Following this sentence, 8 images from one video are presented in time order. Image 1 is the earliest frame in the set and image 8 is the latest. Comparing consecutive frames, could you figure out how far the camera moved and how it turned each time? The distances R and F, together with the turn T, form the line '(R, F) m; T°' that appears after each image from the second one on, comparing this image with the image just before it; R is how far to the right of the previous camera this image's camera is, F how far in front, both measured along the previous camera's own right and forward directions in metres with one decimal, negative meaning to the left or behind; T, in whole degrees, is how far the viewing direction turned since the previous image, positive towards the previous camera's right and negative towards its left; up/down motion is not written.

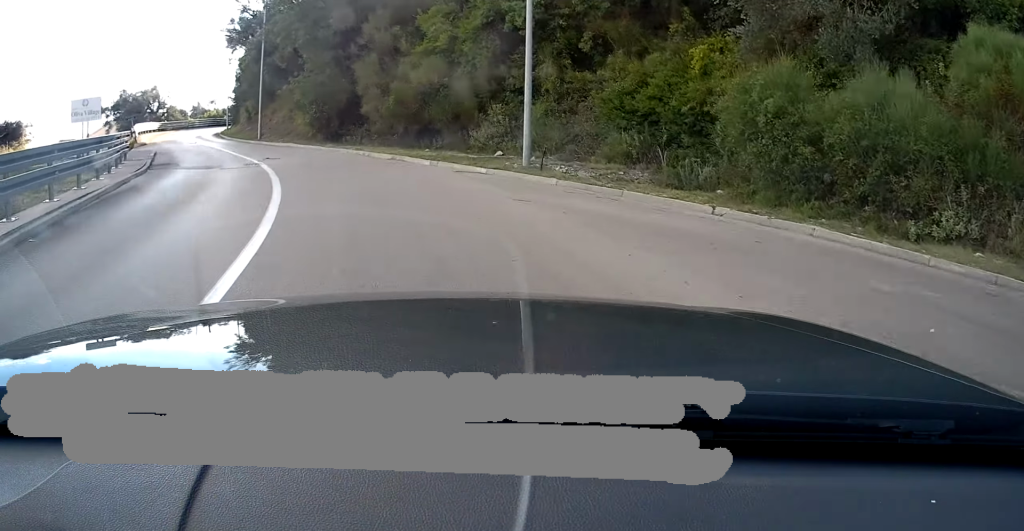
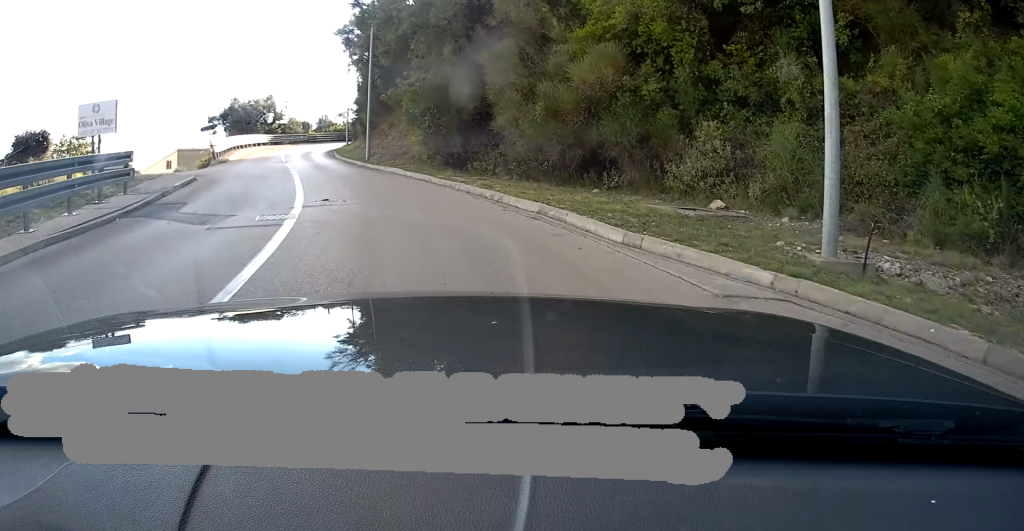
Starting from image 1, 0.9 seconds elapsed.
(-1.5, +7.9) m; -12°
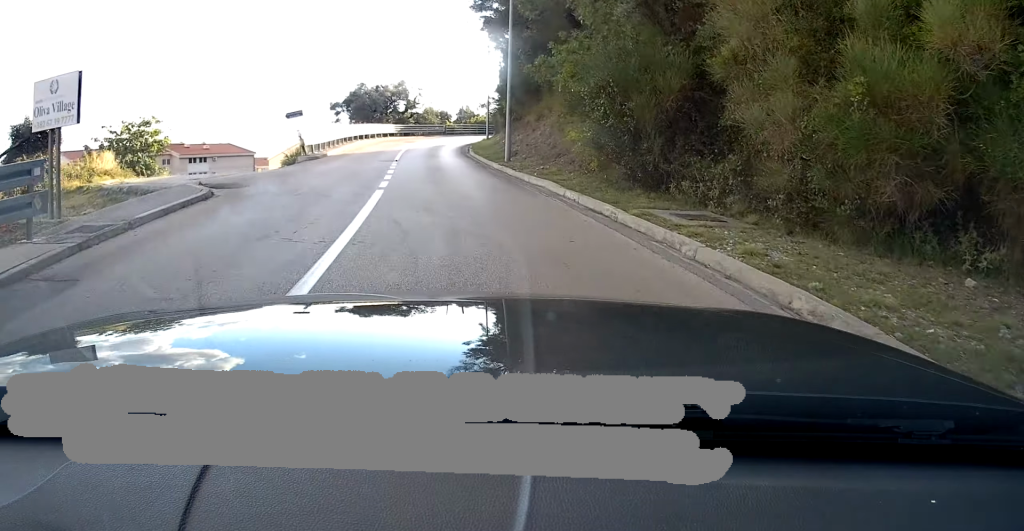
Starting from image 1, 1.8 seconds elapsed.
(-0.3, +7.8) m; -12°
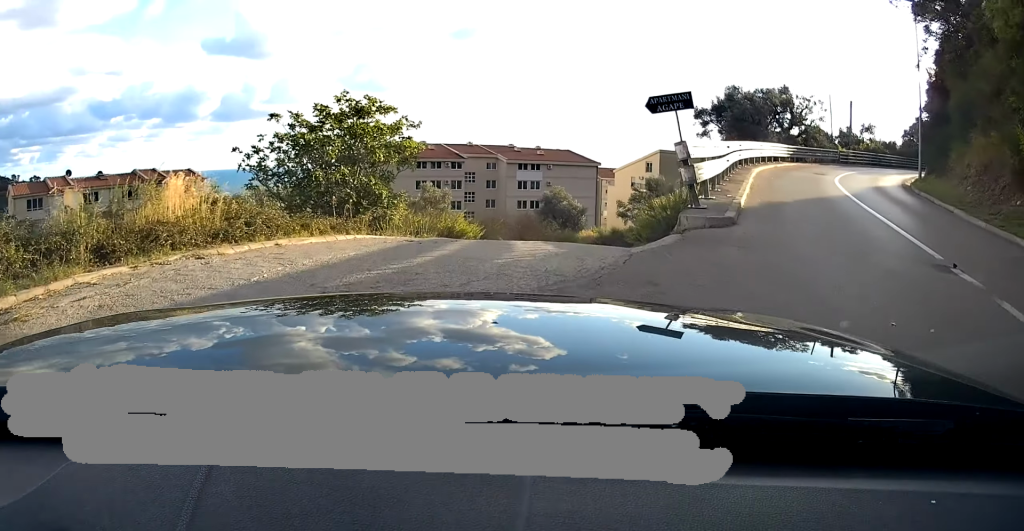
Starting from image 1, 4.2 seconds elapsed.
(-3.9, +14.7) m; -17°
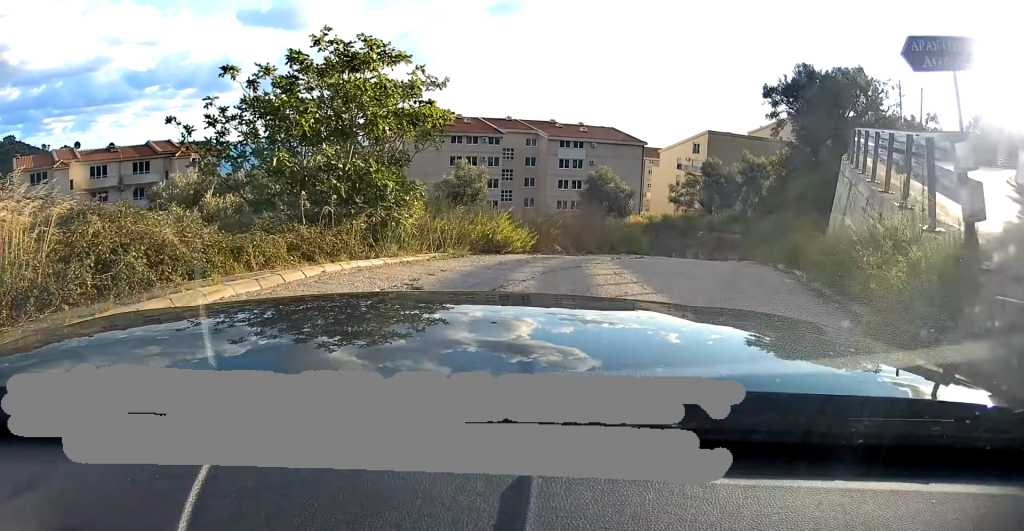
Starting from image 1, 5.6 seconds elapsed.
(-1.1, +7.4) m; +4°
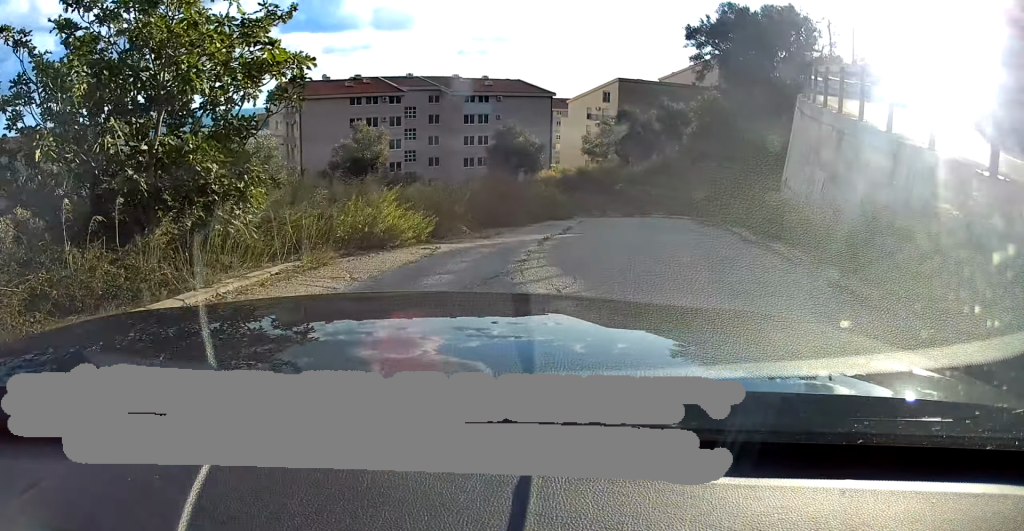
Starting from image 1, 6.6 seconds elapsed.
(+0.9, +5.4) m; +5°
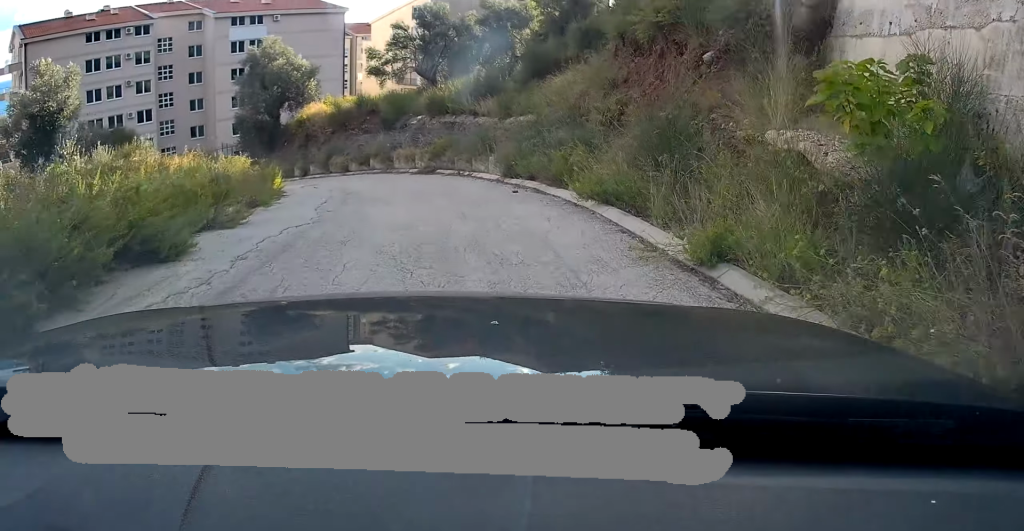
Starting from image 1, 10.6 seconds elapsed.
(+1.5, +22.0) m; -2°
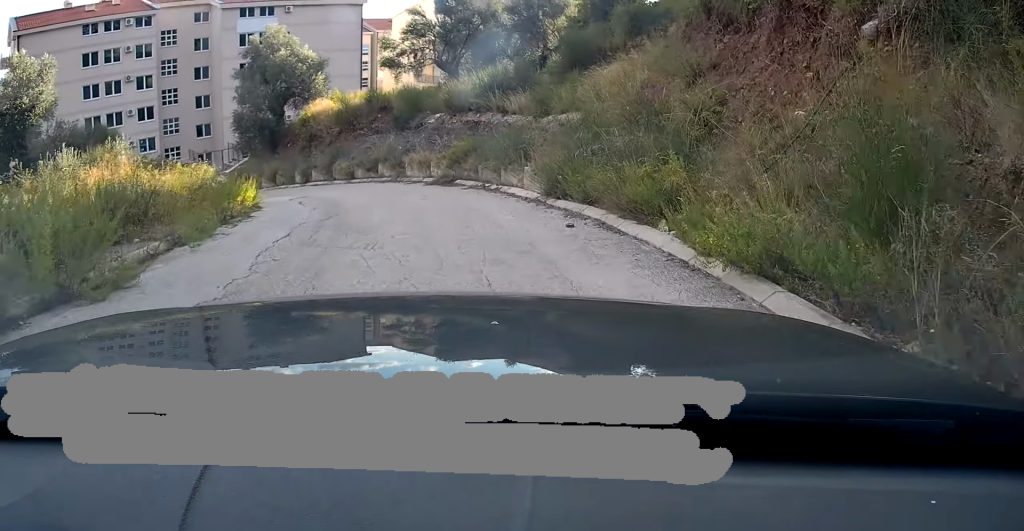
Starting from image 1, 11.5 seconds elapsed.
(0.0, +3.4) m; -3°
